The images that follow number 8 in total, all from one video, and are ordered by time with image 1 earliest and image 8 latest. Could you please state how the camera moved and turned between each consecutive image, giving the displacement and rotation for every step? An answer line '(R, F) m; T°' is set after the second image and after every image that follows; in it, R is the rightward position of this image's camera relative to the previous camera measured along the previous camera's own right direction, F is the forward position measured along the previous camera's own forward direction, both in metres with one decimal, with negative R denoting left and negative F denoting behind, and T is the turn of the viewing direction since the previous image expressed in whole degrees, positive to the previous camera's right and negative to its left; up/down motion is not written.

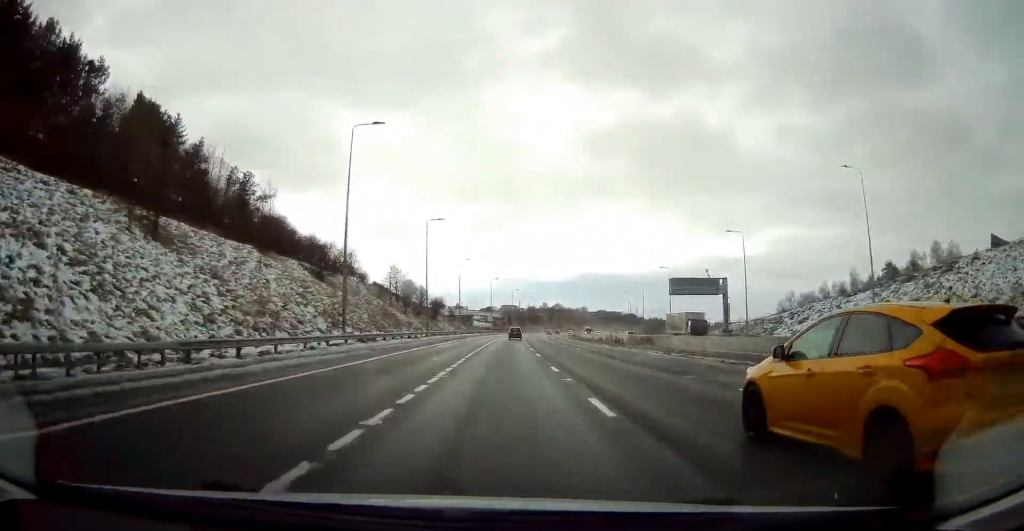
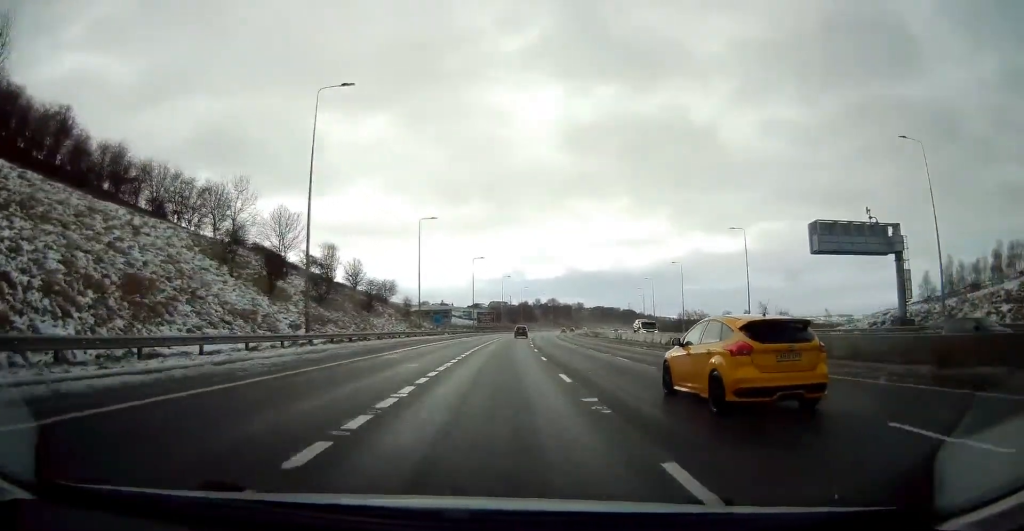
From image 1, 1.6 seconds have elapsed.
(+0.5, +44.1) m; +1°
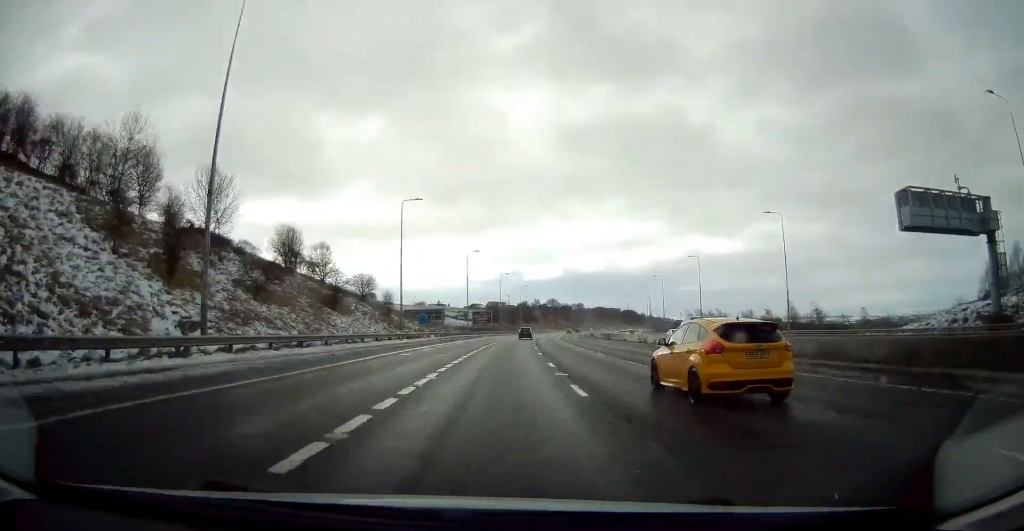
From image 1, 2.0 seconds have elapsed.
(0.0, +12.1) m; 0°
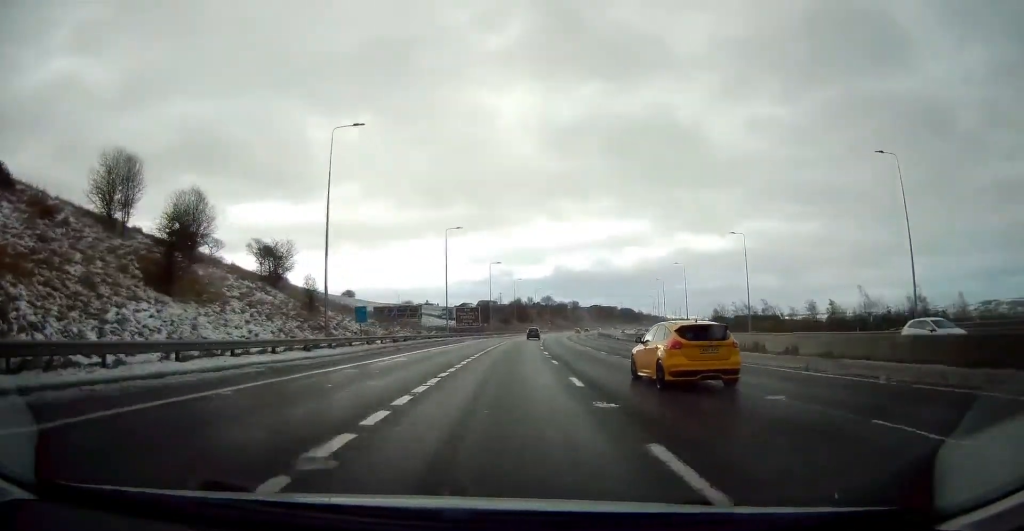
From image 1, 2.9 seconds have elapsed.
(+0.1, +25.1) m; +1°
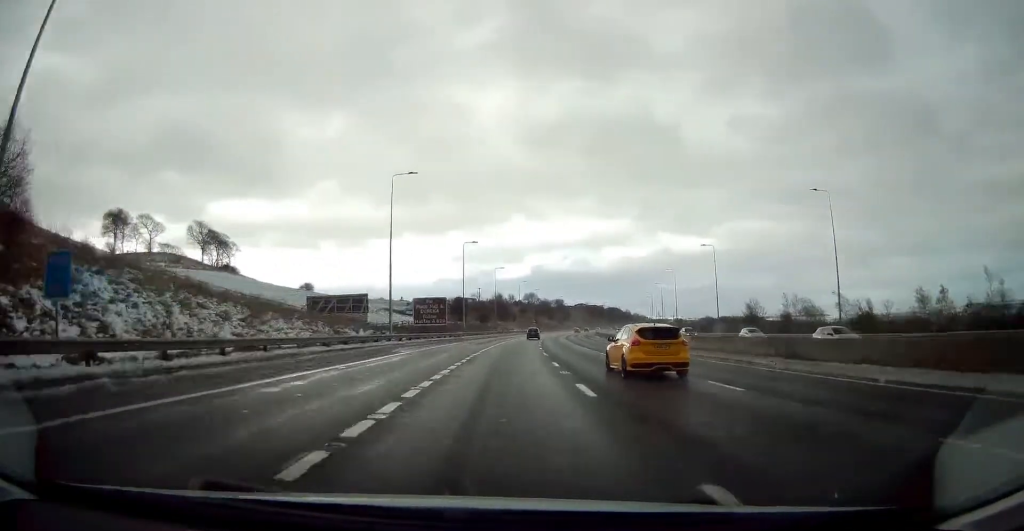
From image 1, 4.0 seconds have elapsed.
(+0.4, +28.5) m; +1°
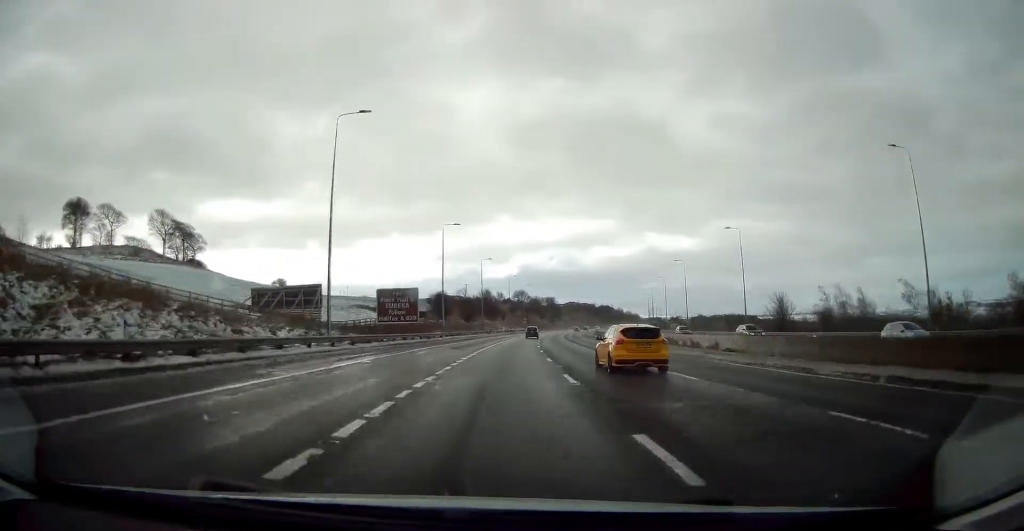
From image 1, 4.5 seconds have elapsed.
(+0.1, +15.8) m; +1°
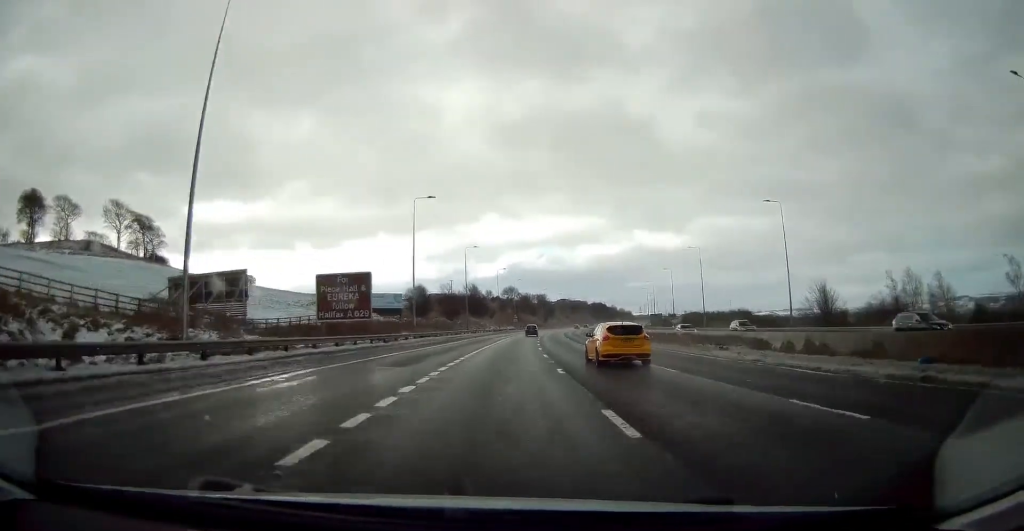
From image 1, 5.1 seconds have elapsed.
(+0.1, +16.7) m; +1°
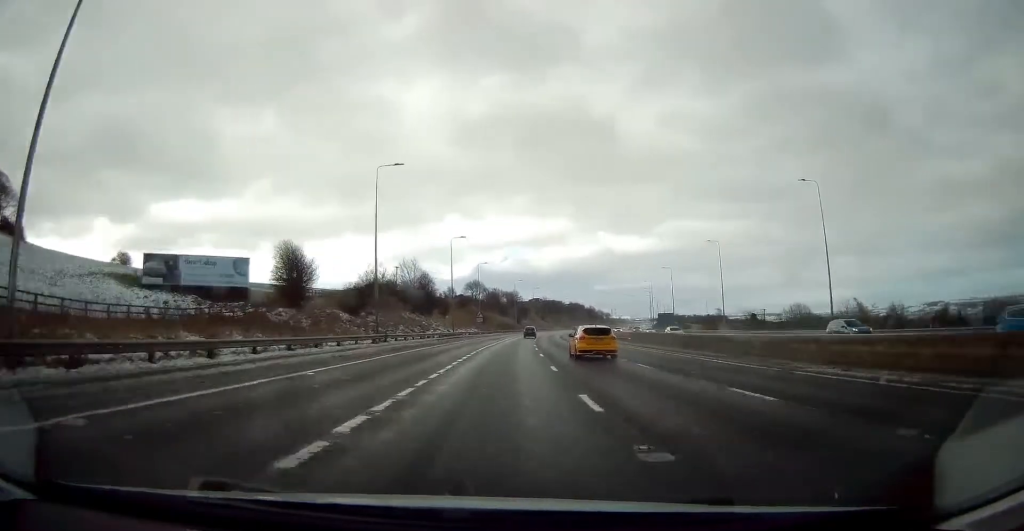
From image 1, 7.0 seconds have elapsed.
(+1.7, +52.1) m; +4°
